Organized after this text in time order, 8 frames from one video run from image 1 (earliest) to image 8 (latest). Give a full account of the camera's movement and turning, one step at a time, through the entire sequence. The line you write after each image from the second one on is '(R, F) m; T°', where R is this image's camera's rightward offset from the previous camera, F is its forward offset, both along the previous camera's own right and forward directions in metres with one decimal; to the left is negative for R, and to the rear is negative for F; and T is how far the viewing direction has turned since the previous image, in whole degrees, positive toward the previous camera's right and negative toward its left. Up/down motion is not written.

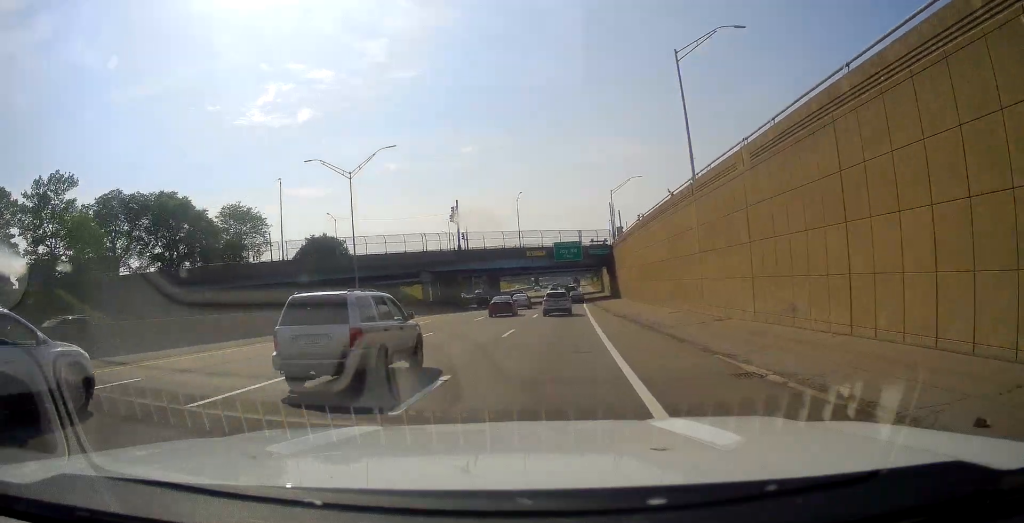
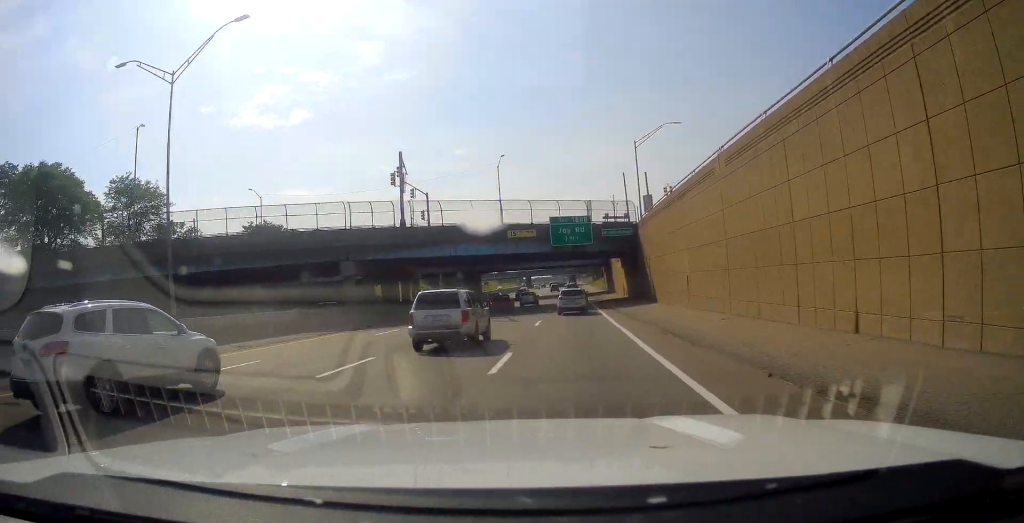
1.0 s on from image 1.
(0.0, +24.8) m; 0°
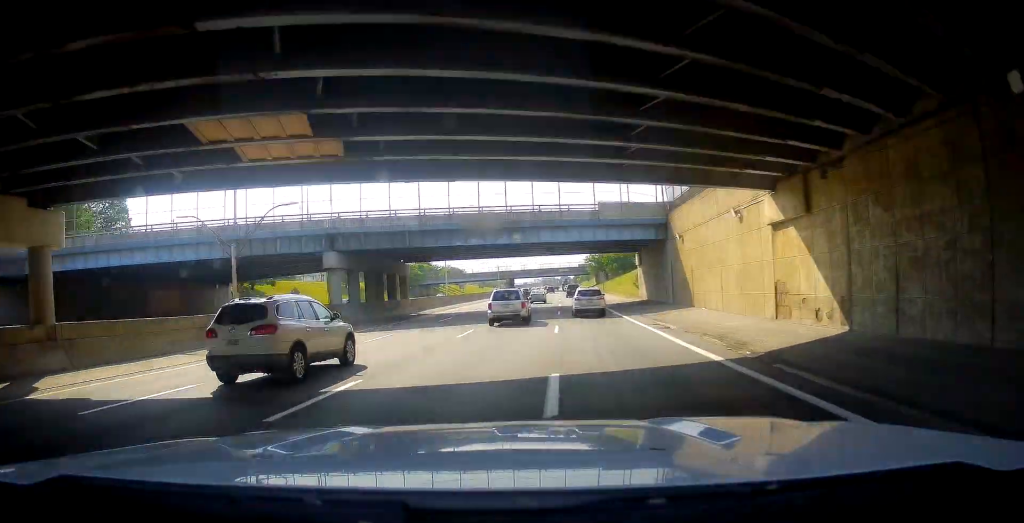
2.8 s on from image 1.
(+0.1, +49.7) m; +1°
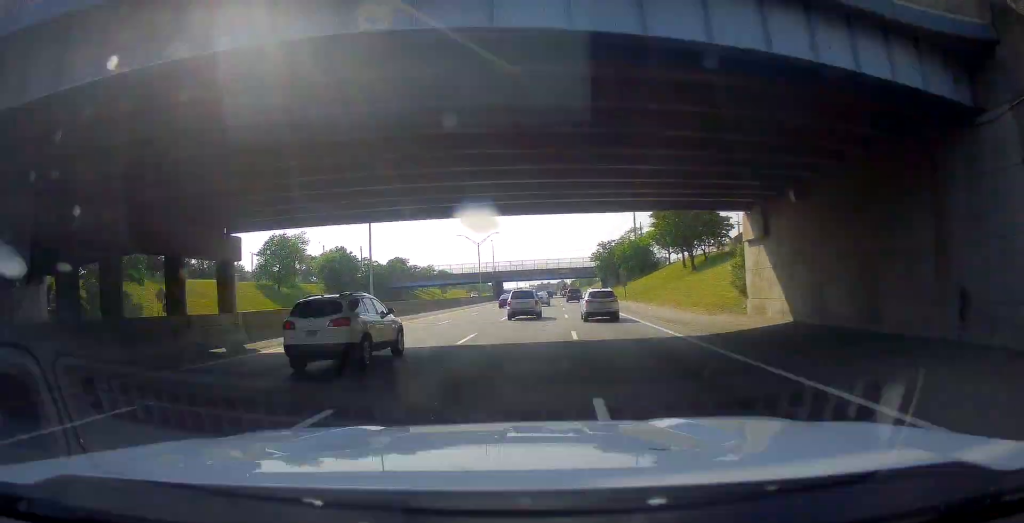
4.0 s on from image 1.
(+0.6, +32.9) m; +2°
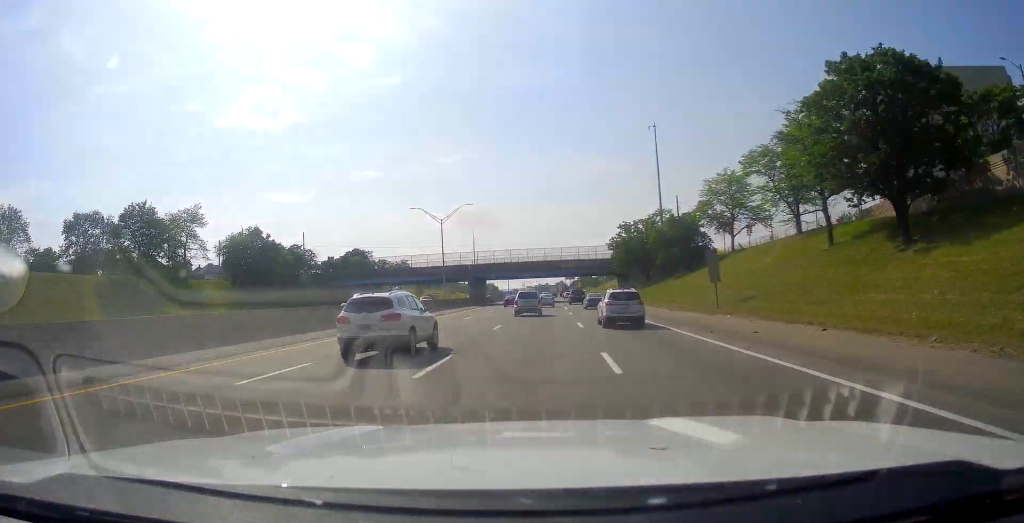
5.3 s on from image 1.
(+0.3, +38.0) m; -1°
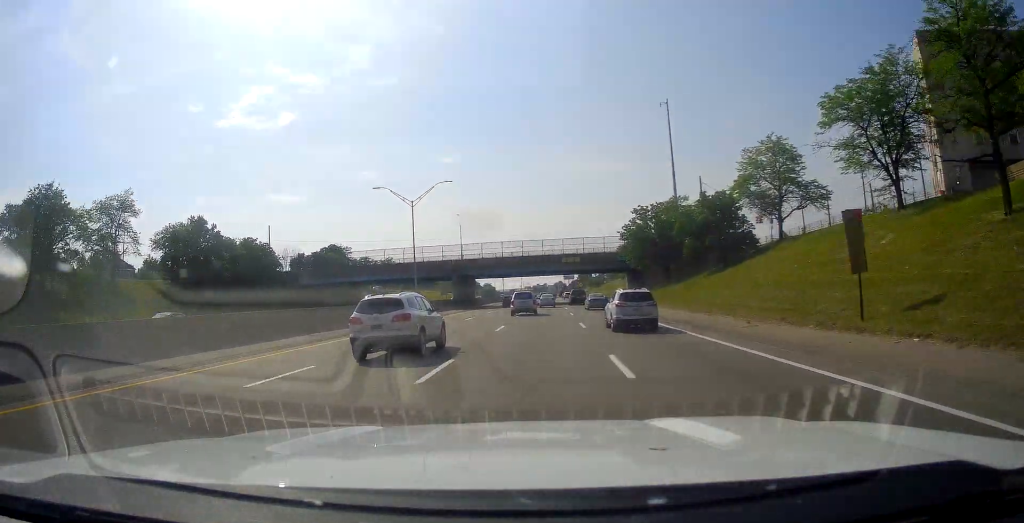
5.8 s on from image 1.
(-0.4, +15.4) m; -1°
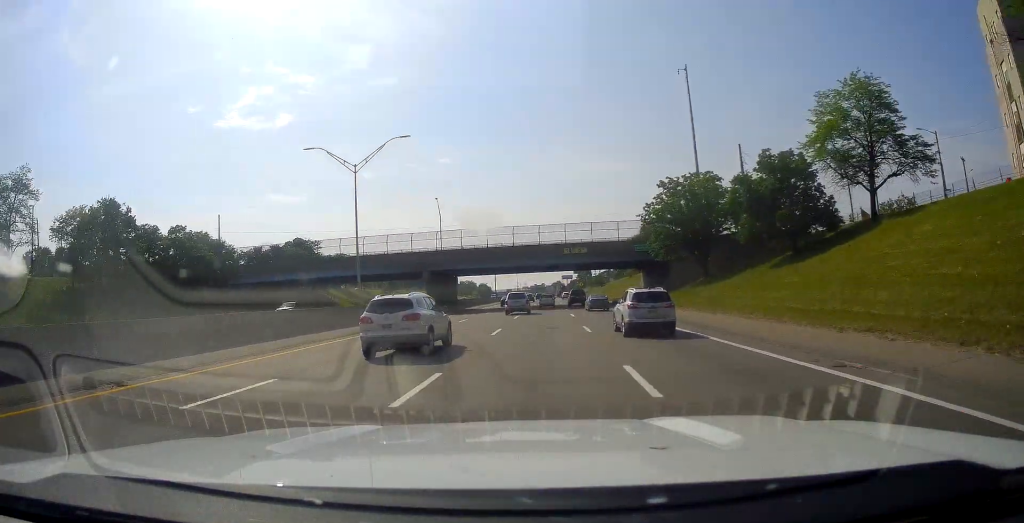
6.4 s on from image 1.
(-0.1, +17.6) m; 0°
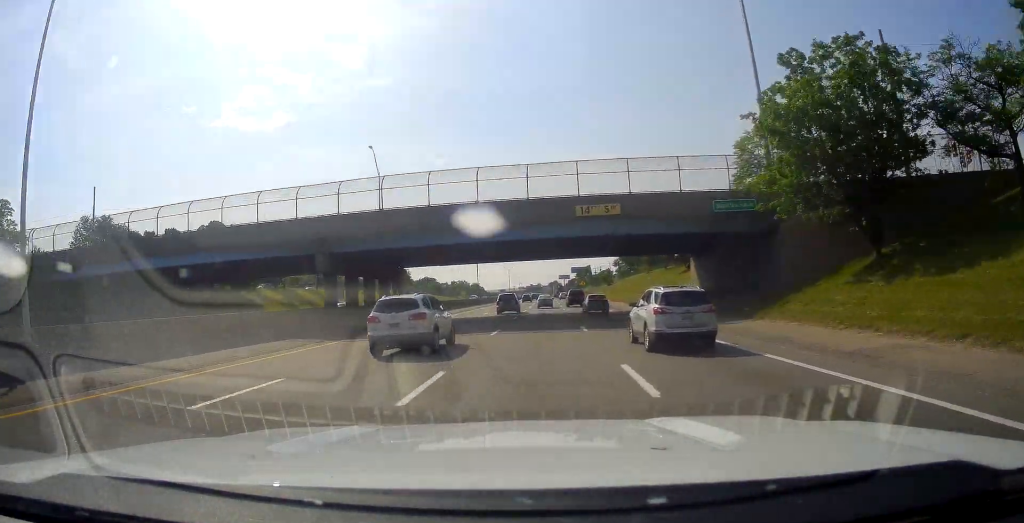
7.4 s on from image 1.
(+0.4, +29.8) m; +1°
